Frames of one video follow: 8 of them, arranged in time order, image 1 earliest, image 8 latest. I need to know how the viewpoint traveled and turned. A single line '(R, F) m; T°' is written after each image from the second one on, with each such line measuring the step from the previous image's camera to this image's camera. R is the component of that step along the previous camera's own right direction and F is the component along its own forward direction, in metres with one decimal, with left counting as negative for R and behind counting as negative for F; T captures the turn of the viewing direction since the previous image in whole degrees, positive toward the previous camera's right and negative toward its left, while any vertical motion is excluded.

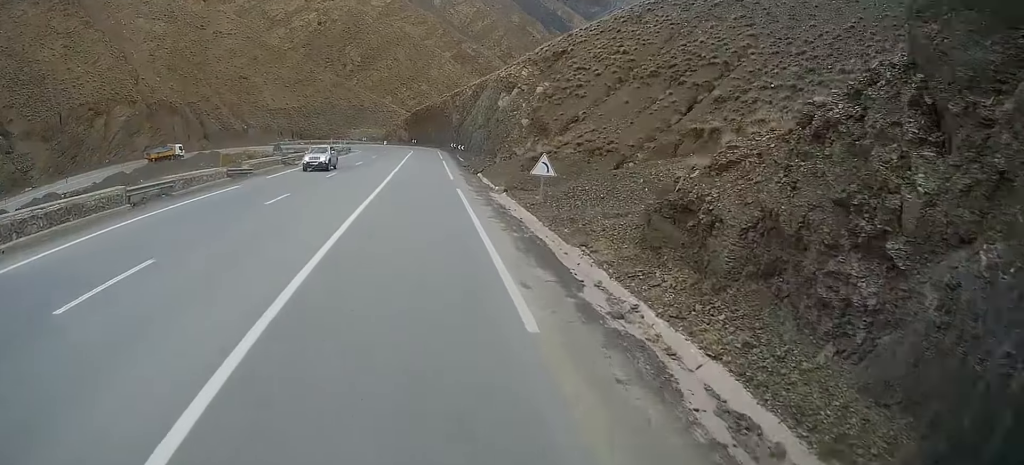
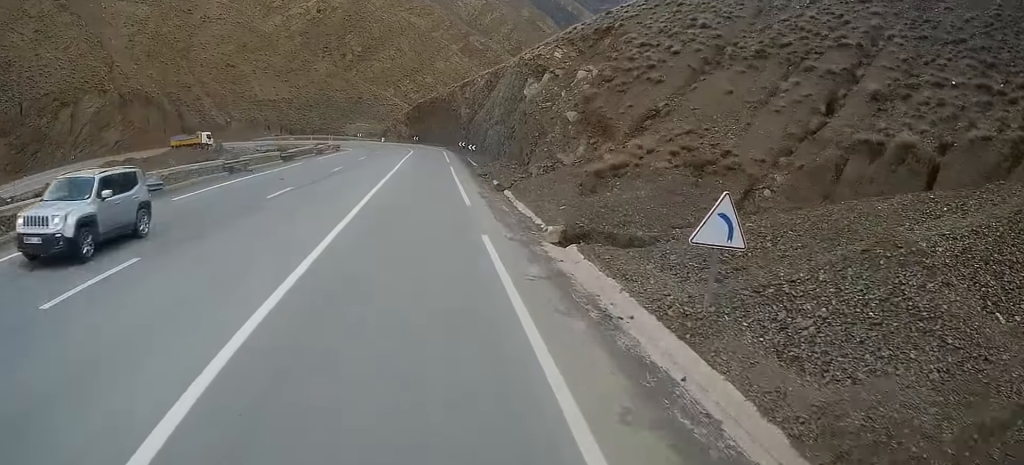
(0.0, +13.4) m; 0°
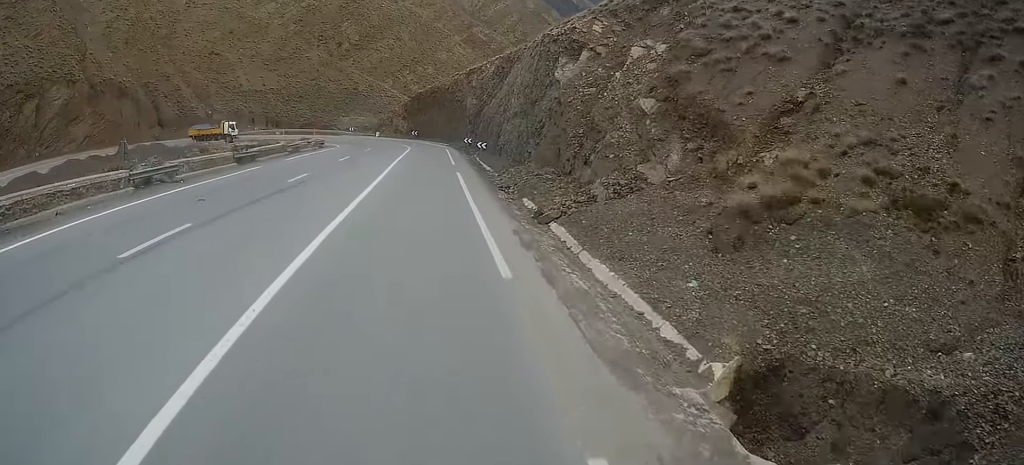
(0.0, +11.0) m; +1°
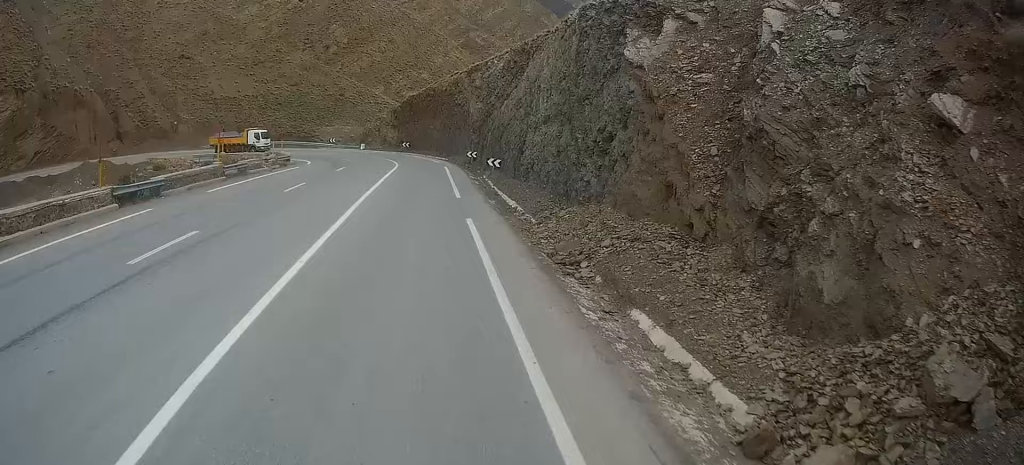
(+0.2, +13.5) m; +2°
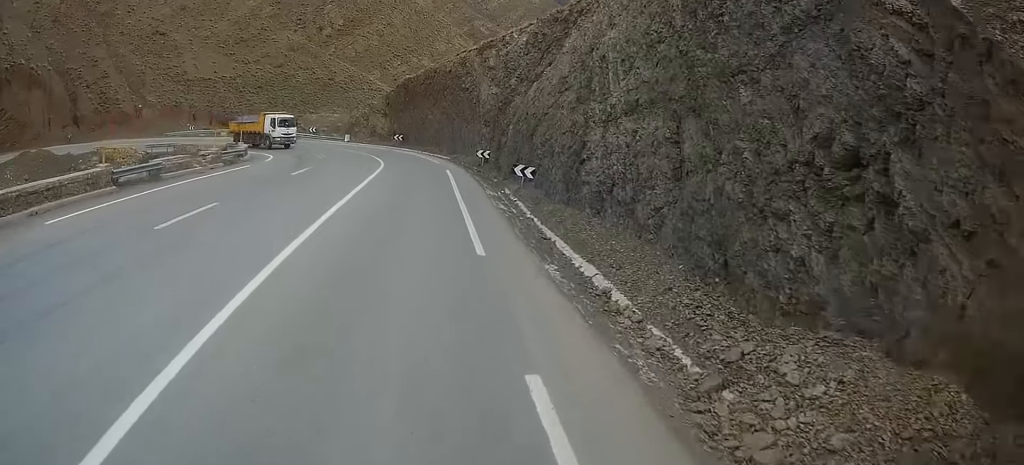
(+0.2, +12.2) m; +1°
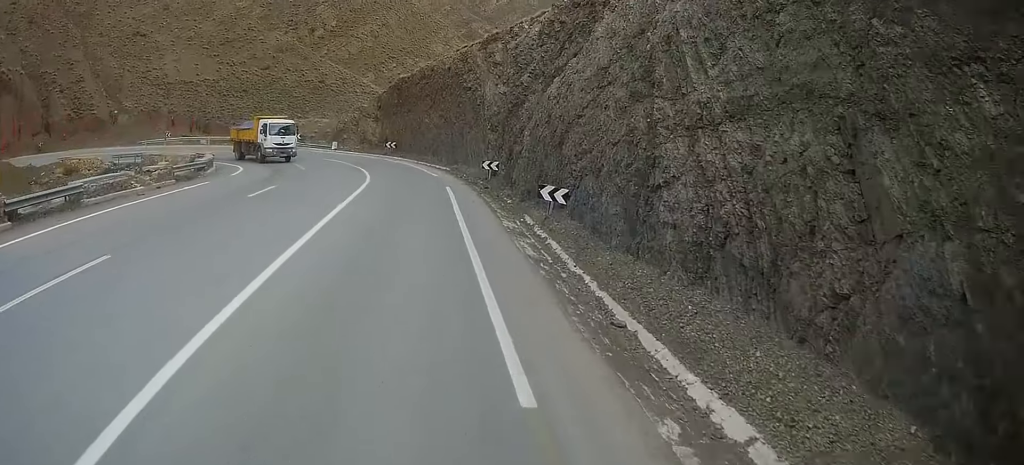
(0.0, +6.4) m; 0°
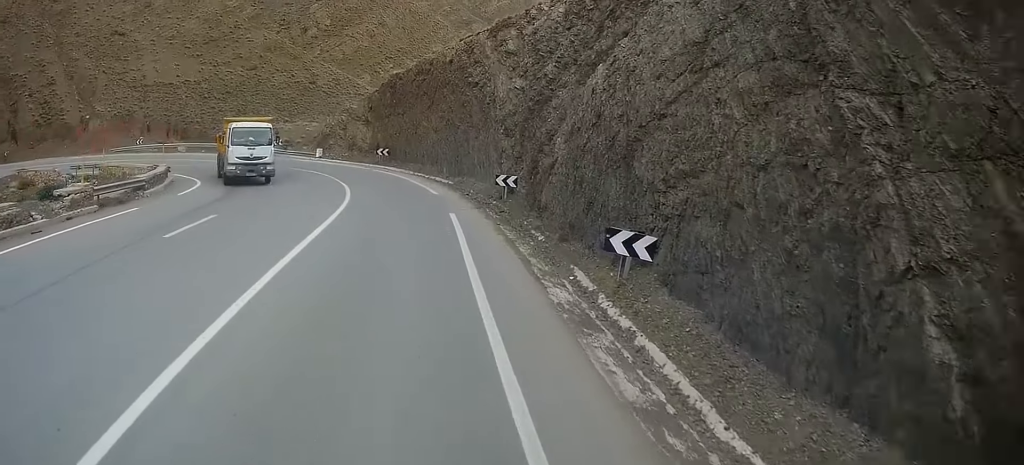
(0.0, +7.0) m; 0°
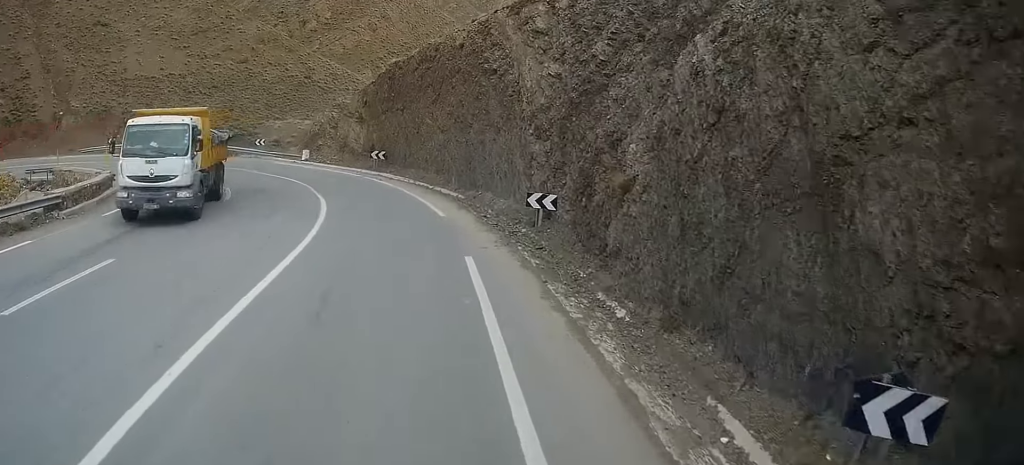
(0.0, +6.9) m; -2°
